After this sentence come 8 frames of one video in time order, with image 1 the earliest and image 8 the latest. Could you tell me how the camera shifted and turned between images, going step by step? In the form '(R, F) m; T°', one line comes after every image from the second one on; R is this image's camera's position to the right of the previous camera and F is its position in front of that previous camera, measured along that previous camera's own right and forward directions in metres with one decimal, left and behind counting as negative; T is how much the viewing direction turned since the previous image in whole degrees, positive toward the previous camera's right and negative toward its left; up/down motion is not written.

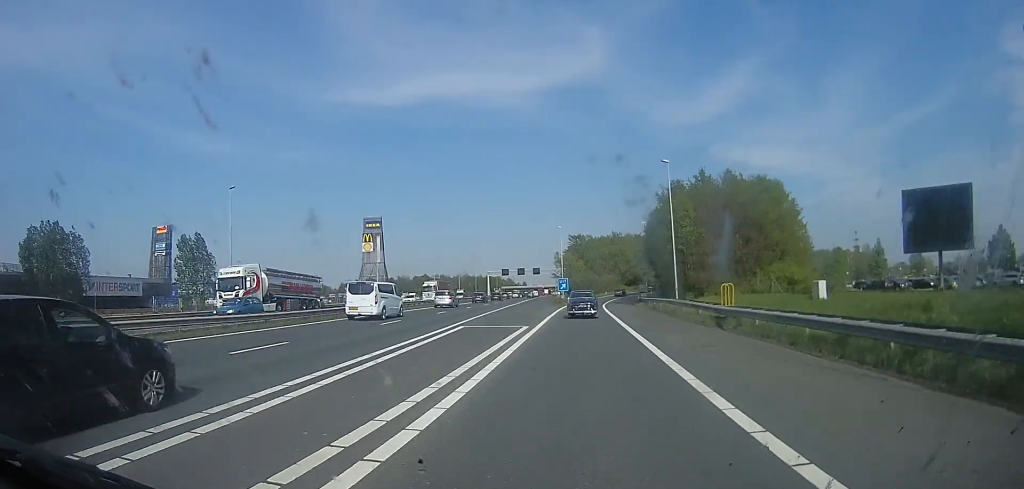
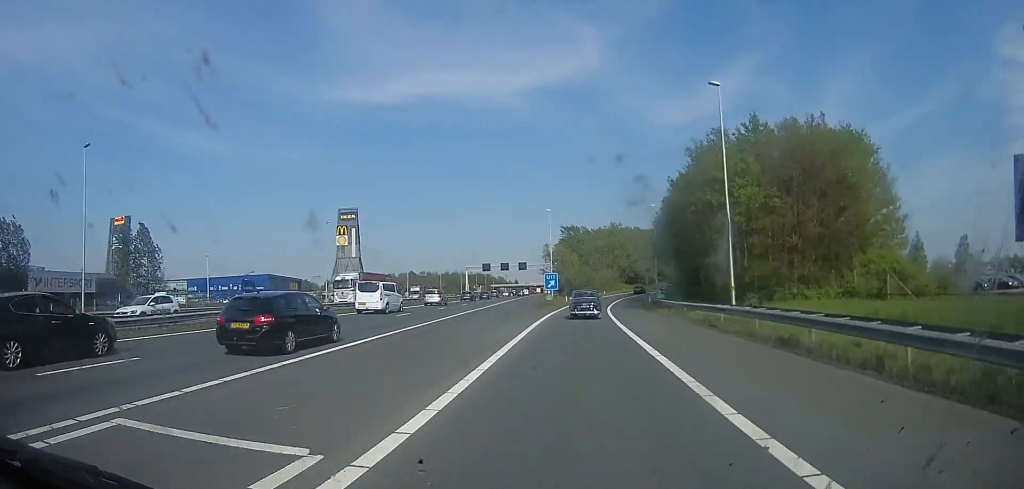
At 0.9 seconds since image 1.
(+0.9, +17.0) m; +1°
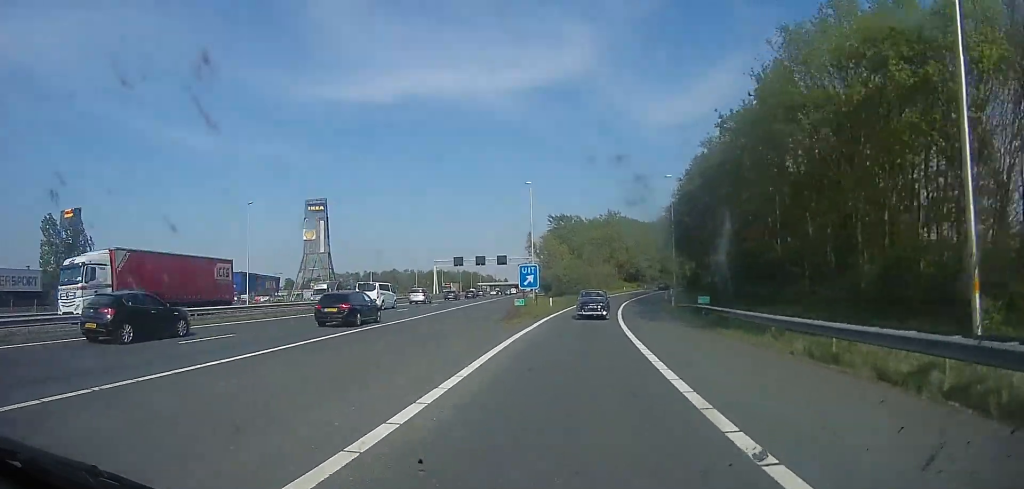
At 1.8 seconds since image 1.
(-0.3, +17.4) m; -3°
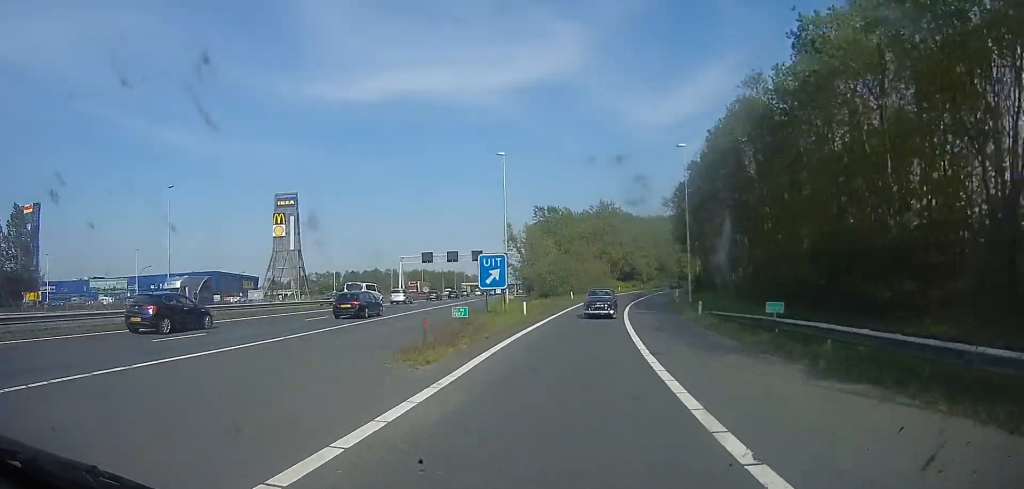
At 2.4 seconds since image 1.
(-0.4, +11.5) m; -2°
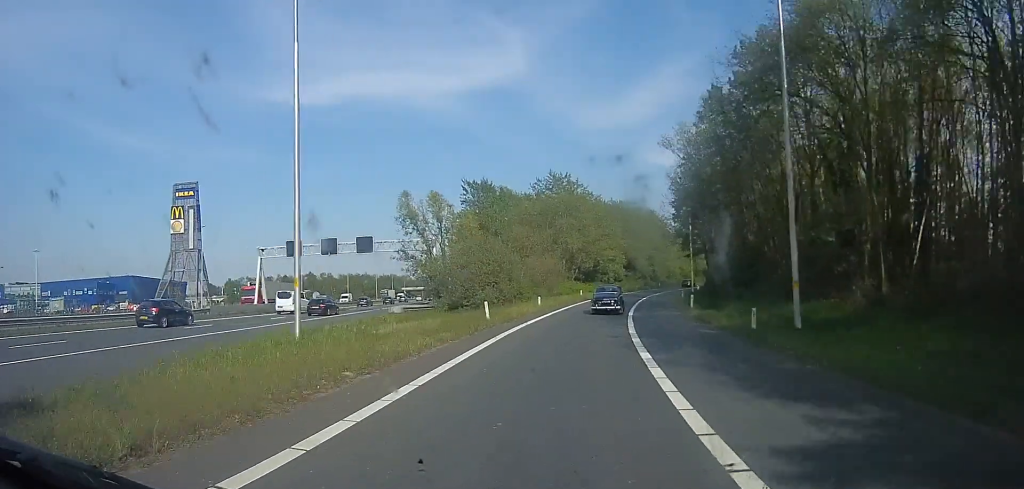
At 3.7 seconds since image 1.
(+1.1, +25.6) m; +9°
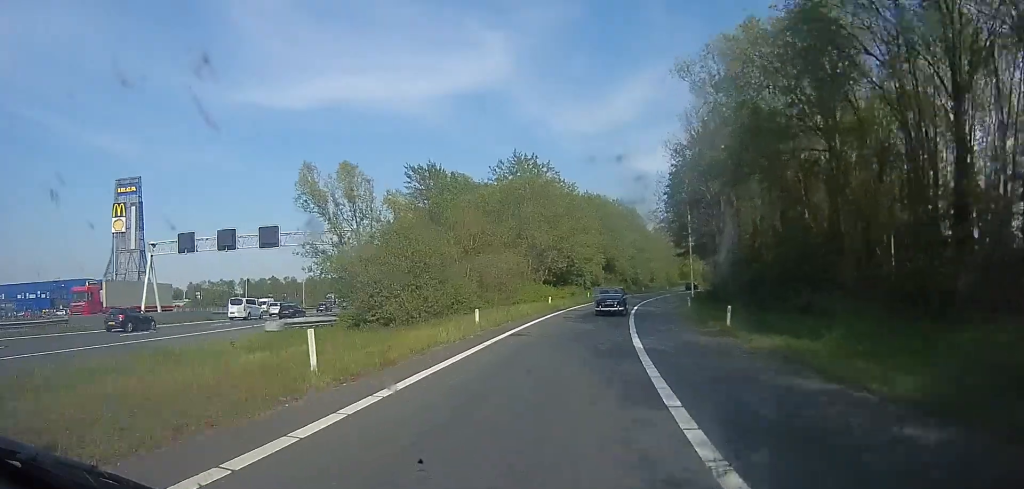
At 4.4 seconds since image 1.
(+0.6, +12.4) m; +6°
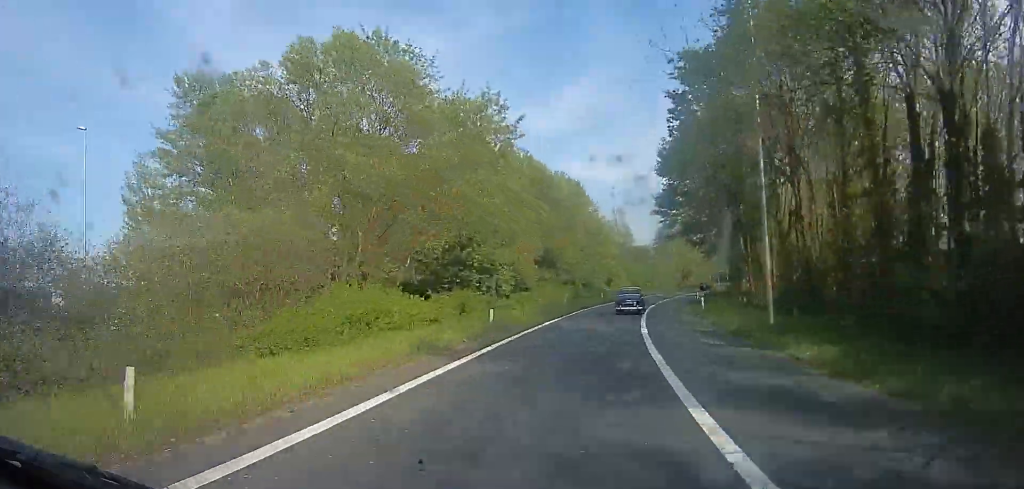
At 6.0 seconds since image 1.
(+1.9, +29.2) m; +4°
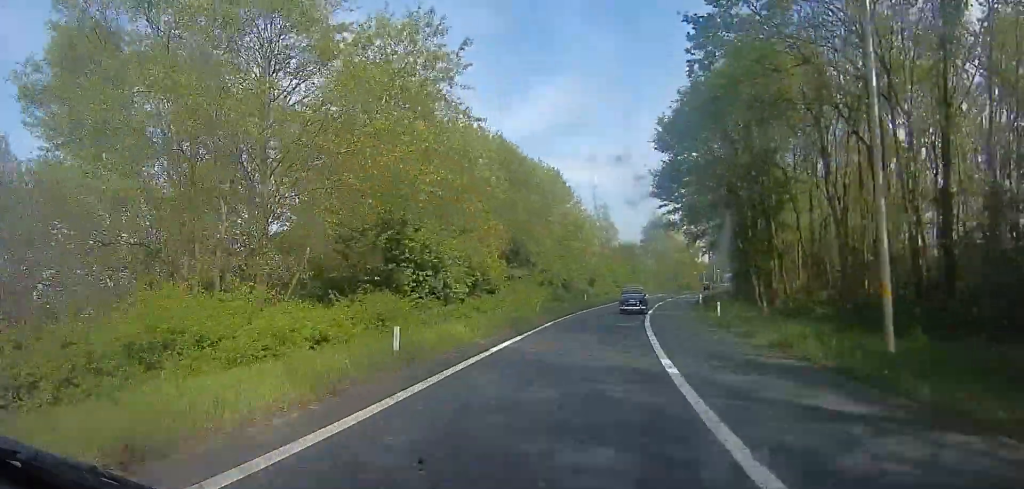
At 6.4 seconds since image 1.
(0.0, +7.9) m; +1°
